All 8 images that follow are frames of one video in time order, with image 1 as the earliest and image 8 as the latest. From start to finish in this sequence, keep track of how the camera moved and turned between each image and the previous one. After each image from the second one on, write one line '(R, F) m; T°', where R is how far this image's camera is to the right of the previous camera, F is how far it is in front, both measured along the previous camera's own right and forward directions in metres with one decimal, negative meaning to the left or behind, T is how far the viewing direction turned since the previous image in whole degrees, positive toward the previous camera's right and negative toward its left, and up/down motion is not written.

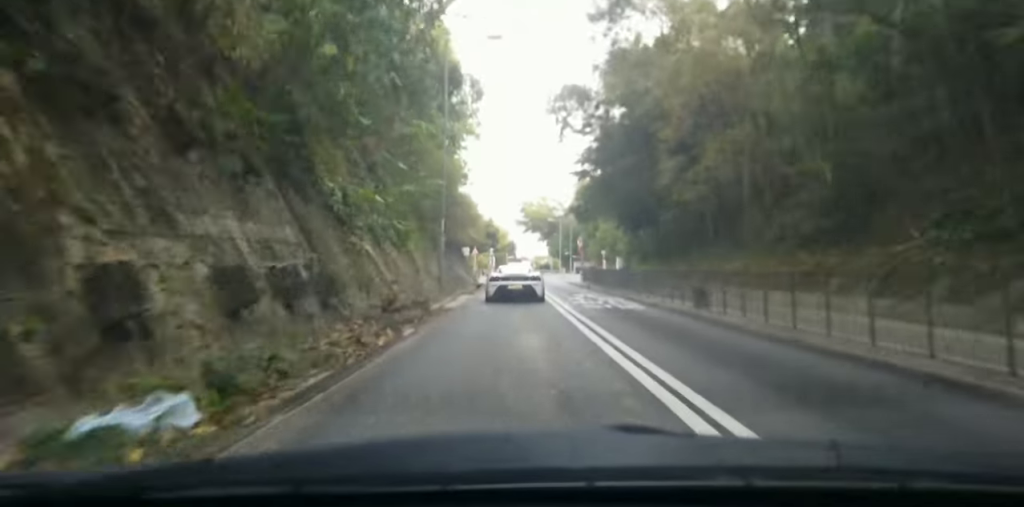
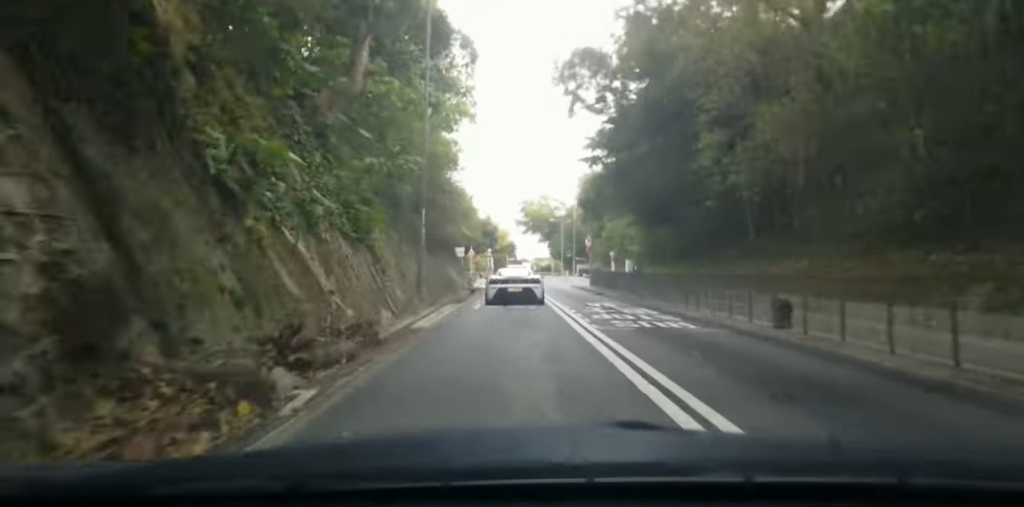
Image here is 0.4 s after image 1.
(+0.1, +6.3) m; 0°
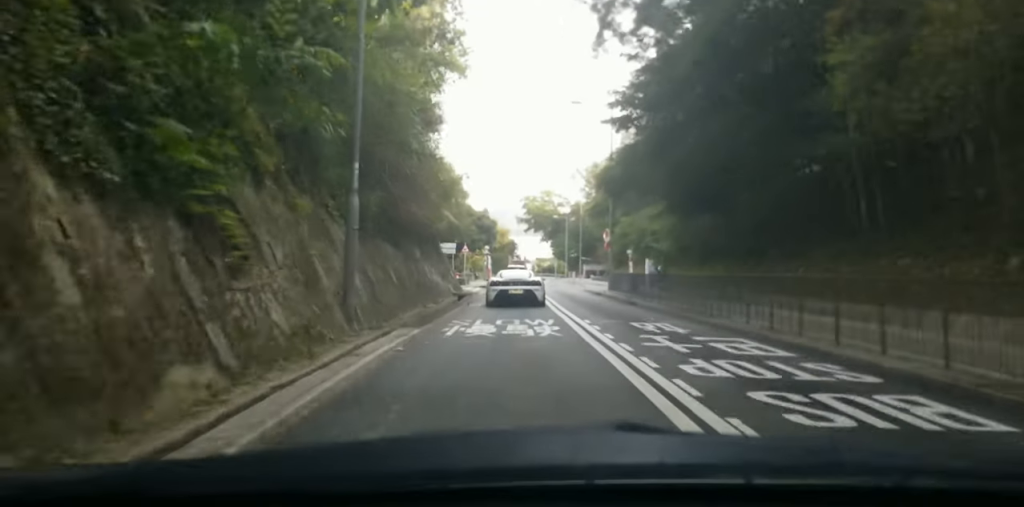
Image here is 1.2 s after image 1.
(-0.2, +10.6) m; -1°
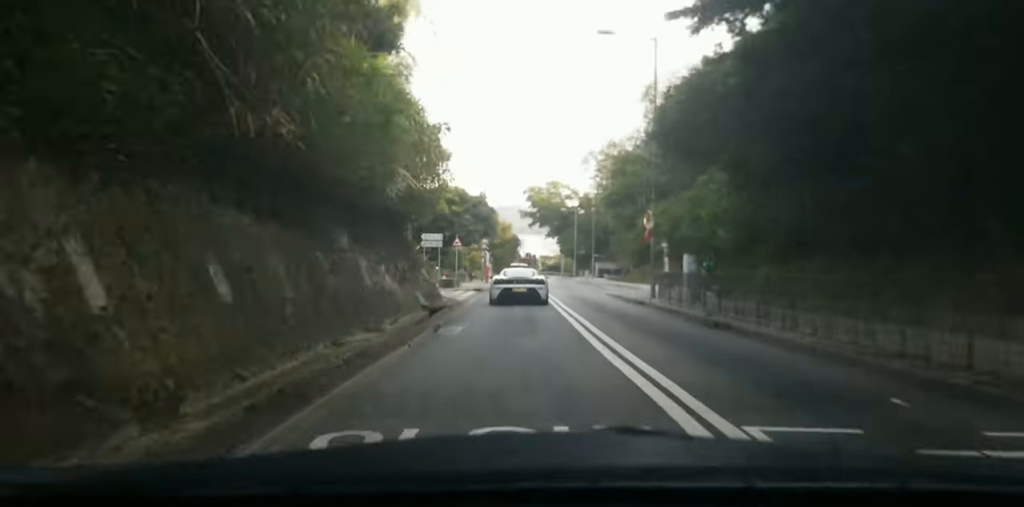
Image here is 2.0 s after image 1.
(-0.1, +11.5) m; -1°
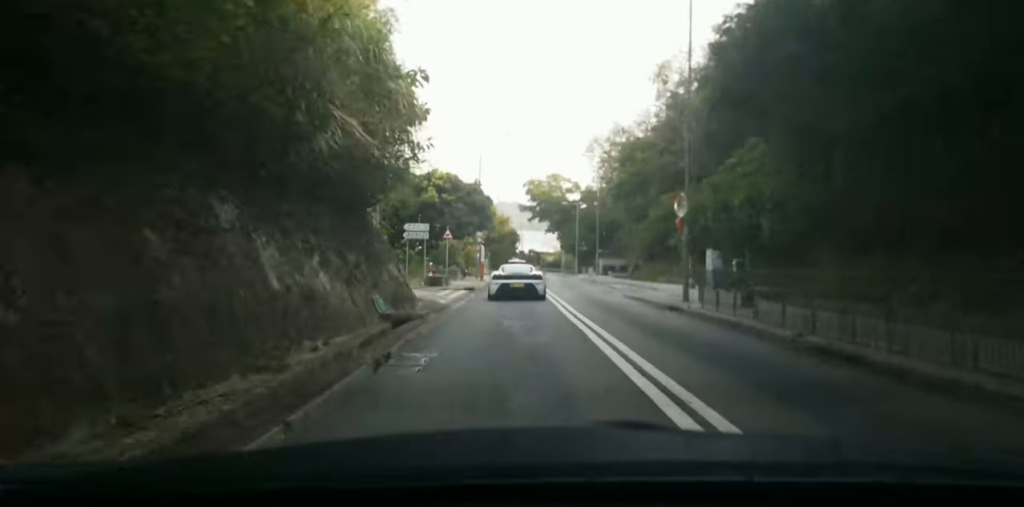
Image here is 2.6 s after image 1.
(0.0, +7.0) m; -1°
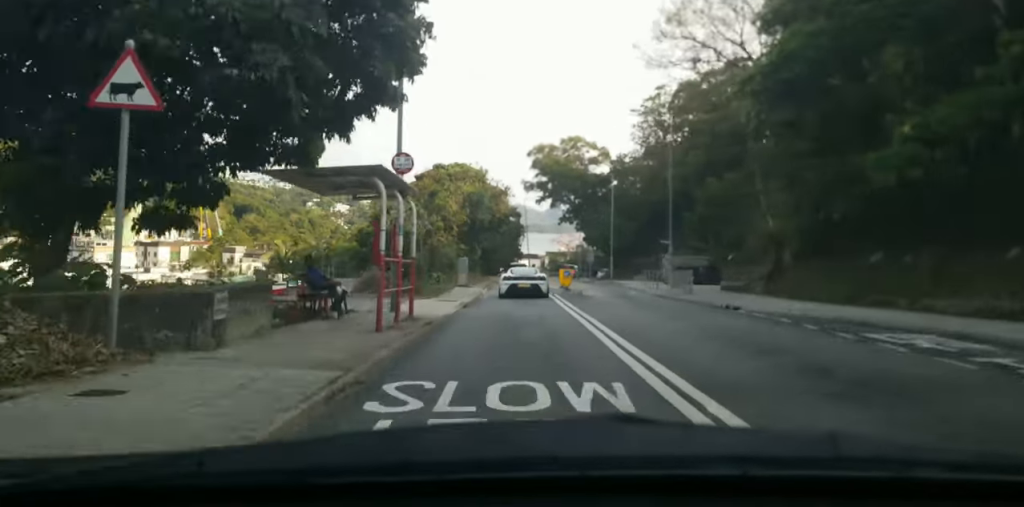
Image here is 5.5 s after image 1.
(-0.9, +37.3) m; -1°
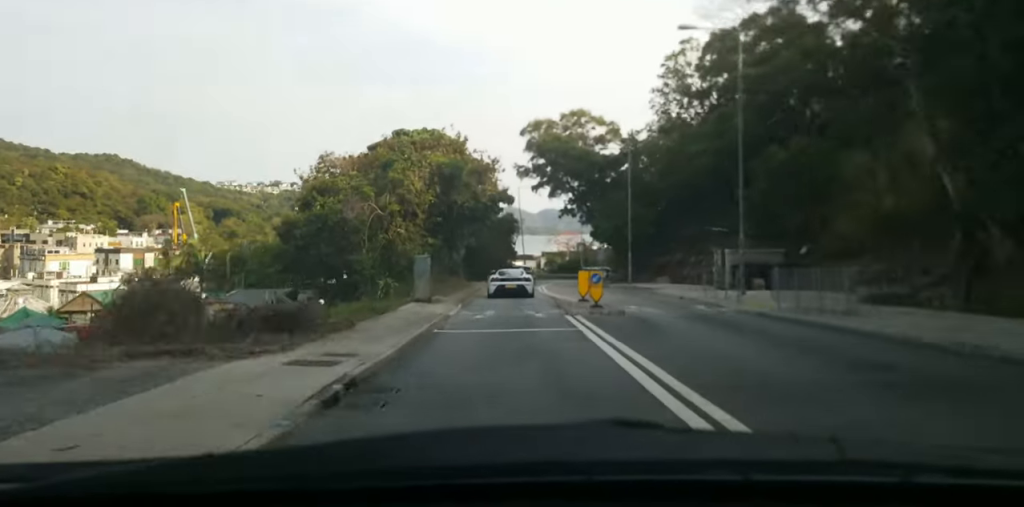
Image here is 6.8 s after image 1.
(+0.9, +15.1) m; +3°
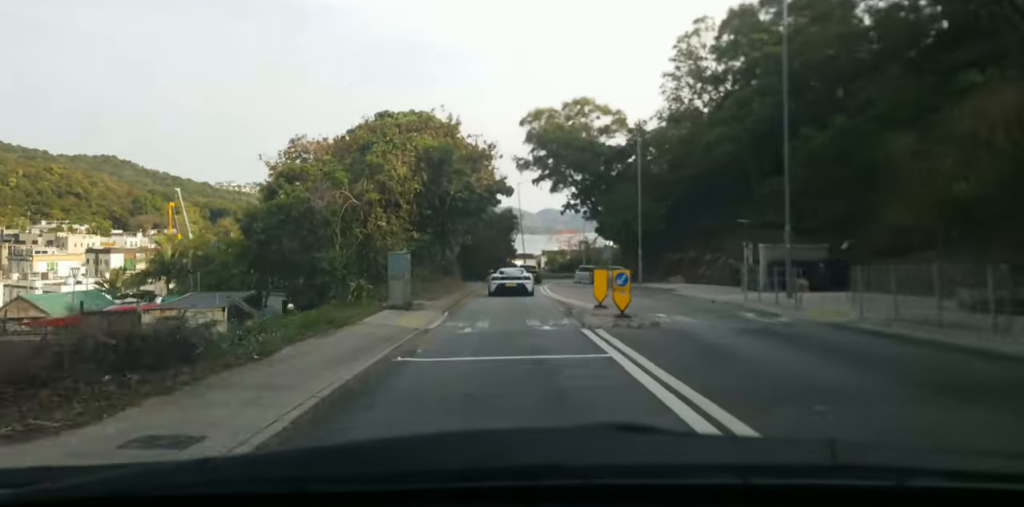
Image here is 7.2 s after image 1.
(0.0, +4.9) m; 0°
